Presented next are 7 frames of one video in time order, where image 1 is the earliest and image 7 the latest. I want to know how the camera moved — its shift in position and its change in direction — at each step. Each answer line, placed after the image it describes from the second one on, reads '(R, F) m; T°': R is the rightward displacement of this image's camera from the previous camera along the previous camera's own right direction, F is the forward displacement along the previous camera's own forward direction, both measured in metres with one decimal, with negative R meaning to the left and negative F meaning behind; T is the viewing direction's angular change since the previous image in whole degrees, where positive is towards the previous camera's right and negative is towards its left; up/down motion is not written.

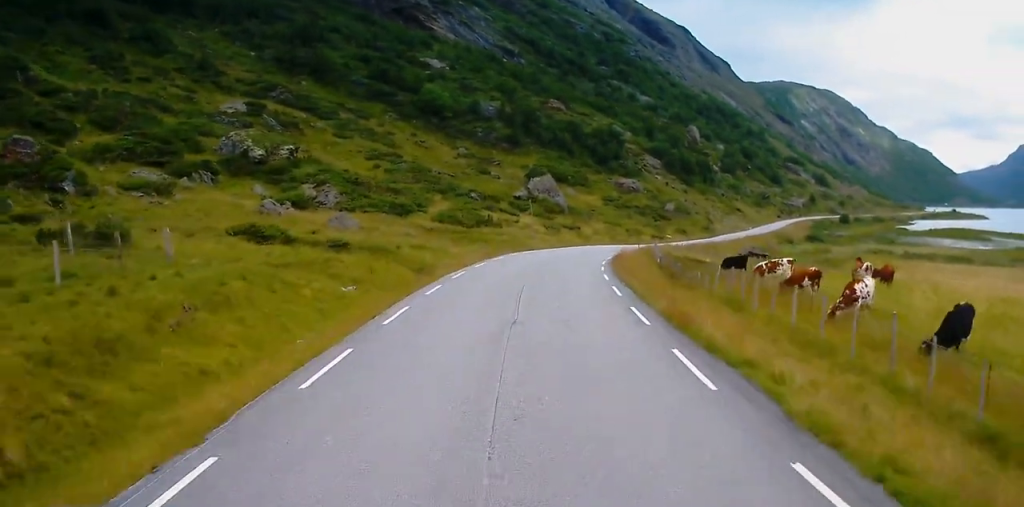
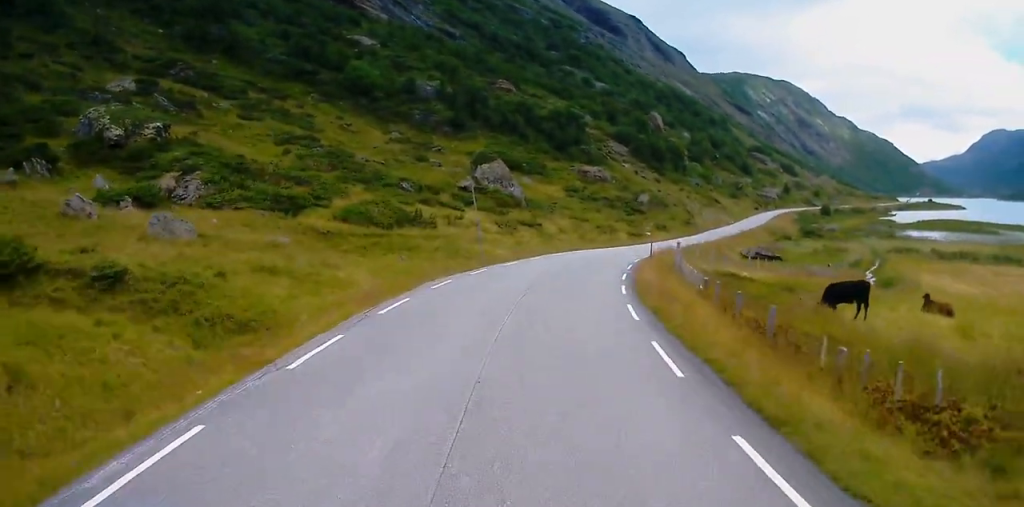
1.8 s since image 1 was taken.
(+0.7, +23.1) m; +5°
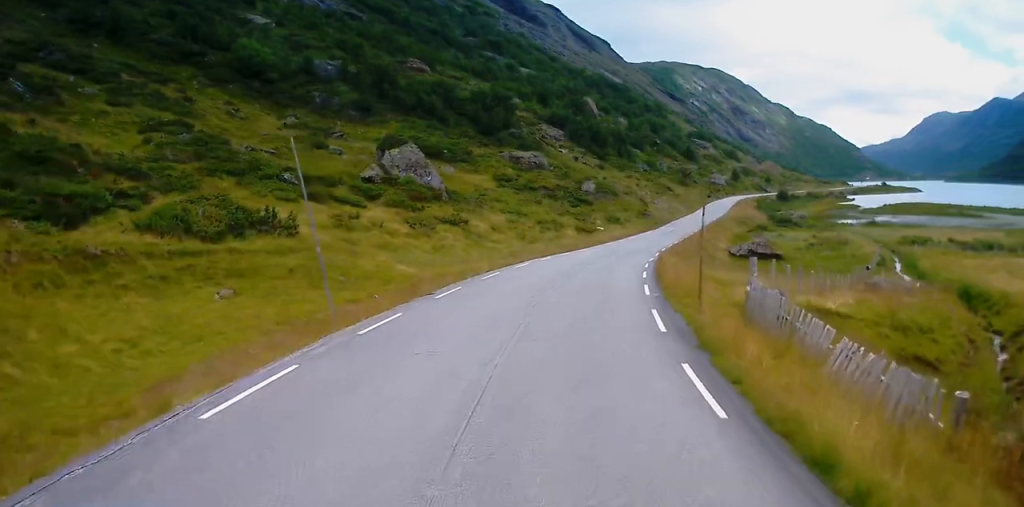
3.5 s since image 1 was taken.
(+0.9, +20.7) m; +5°
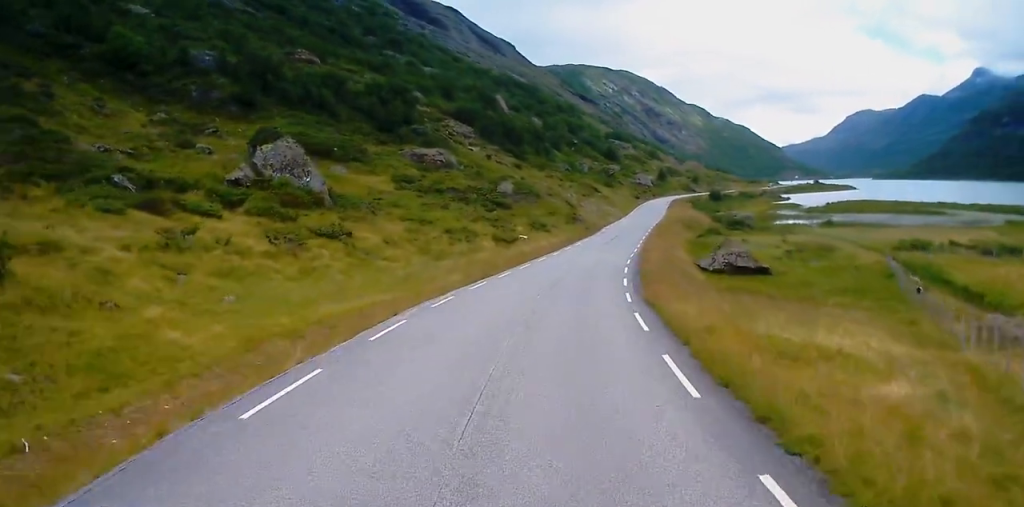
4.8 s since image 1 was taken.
(+0.8, +17.2) m; +7°
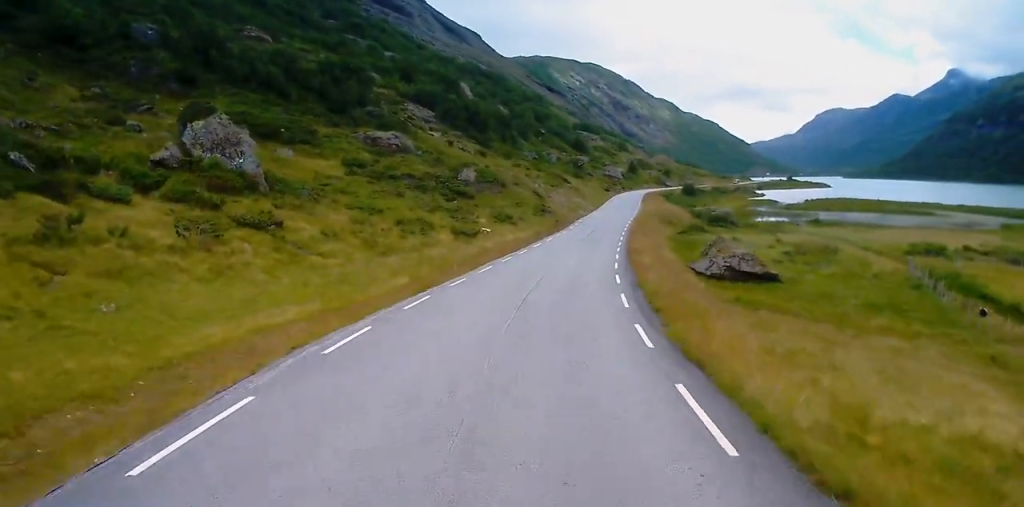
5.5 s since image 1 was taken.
(+0.4, +8.5) m; +1°
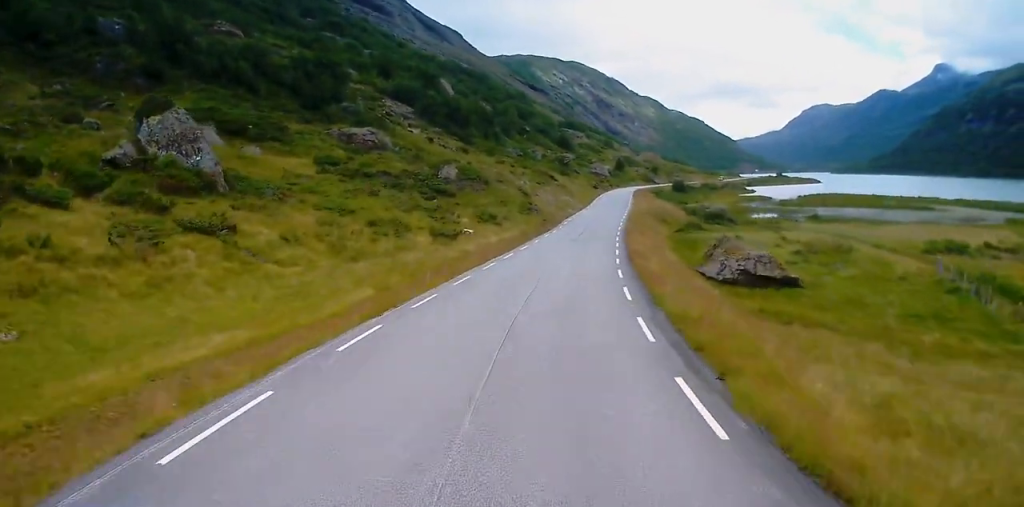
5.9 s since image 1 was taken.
(+0.2, +5.5) m; 0°
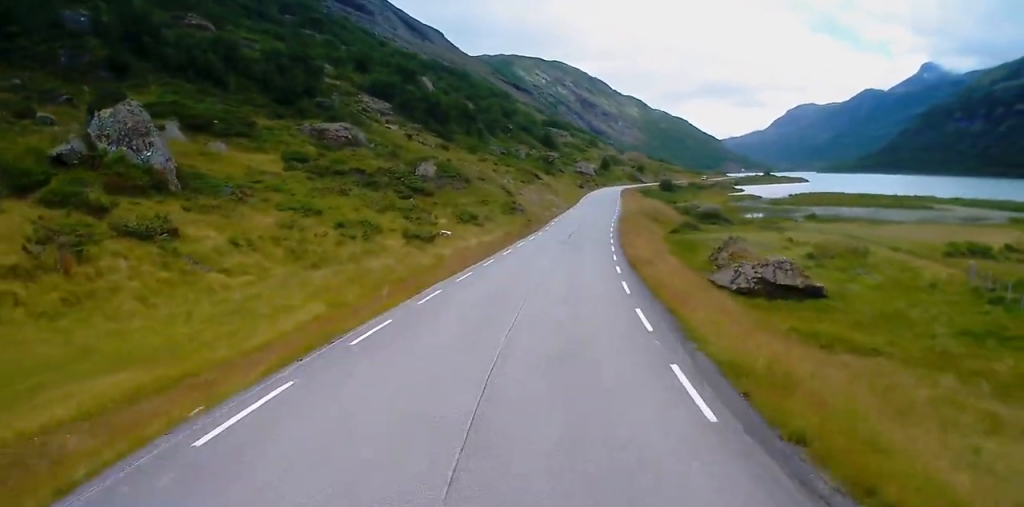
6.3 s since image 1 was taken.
(-0.2, +5.4) m; +1°
